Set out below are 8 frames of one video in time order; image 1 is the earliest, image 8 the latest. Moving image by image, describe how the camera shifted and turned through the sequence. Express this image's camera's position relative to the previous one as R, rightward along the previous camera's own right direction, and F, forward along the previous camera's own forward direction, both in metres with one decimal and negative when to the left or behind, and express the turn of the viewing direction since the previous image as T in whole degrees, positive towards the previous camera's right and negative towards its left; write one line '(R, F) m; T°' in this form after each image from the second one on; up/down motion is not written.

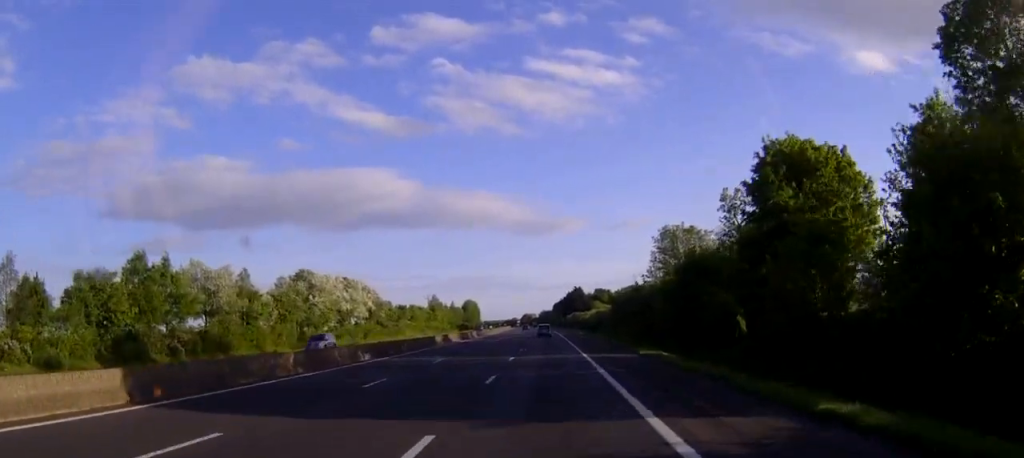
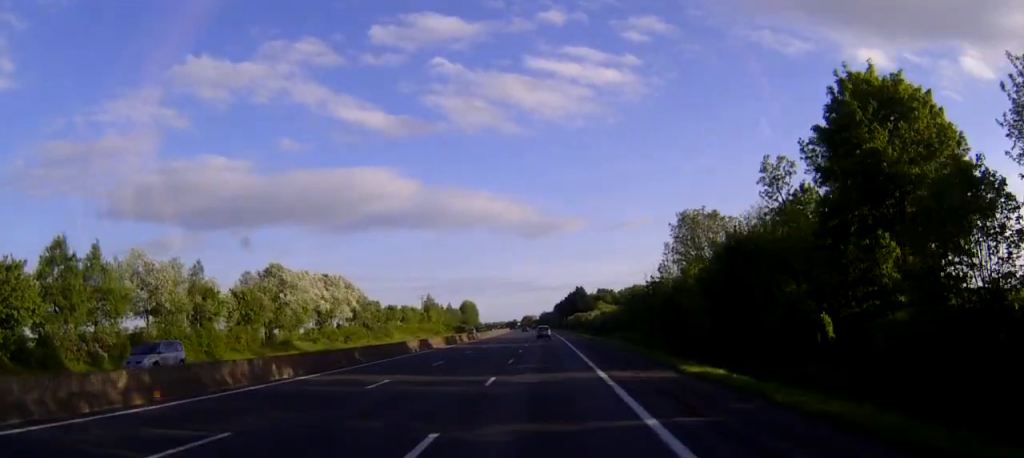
(0.0, +12.7) m; 0°
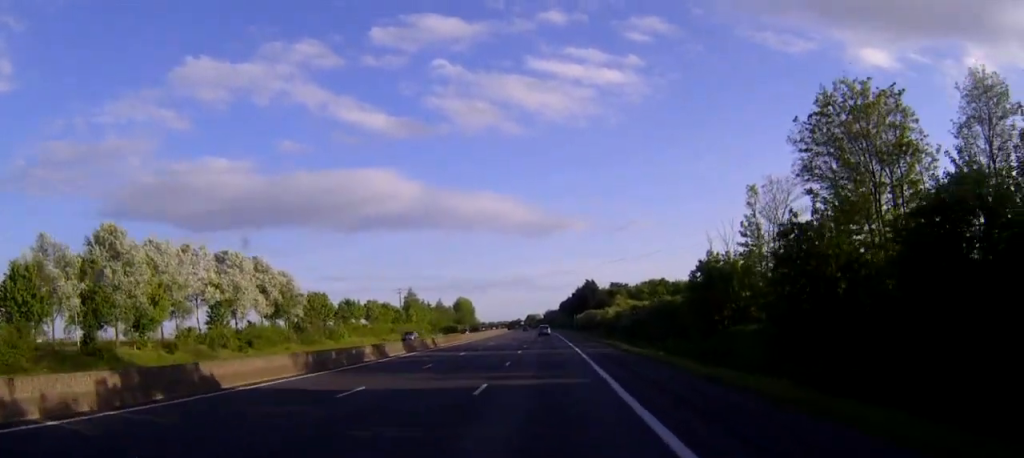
(-0.1, +42.5) m; 0°
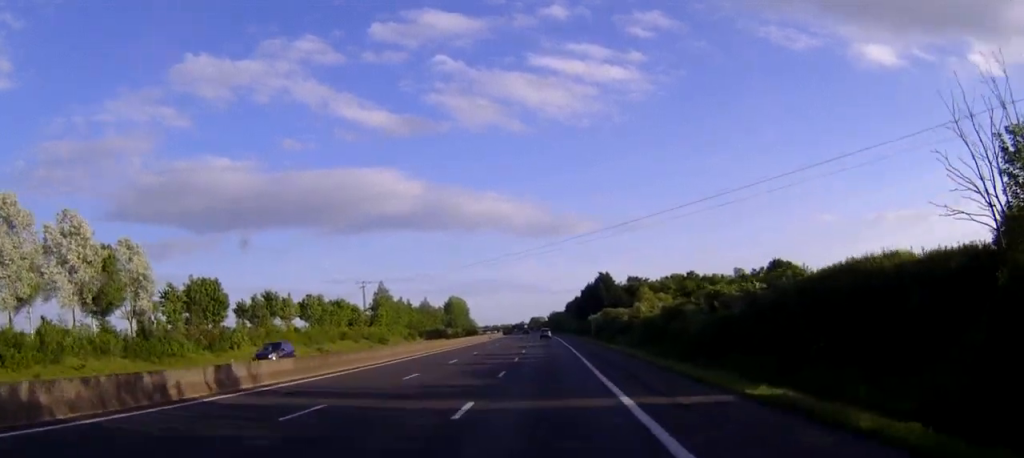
(-0.2, +43.4) m; 0°
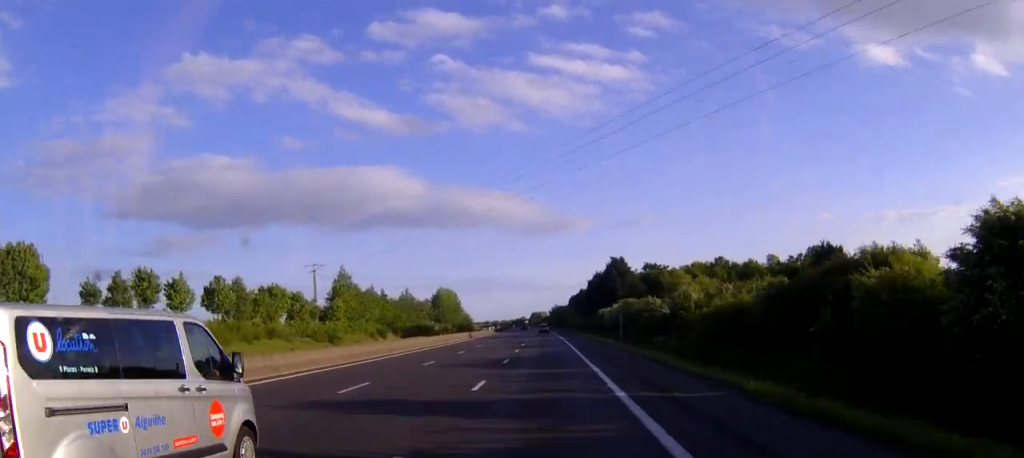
(0.0, +34.4) m; 0°
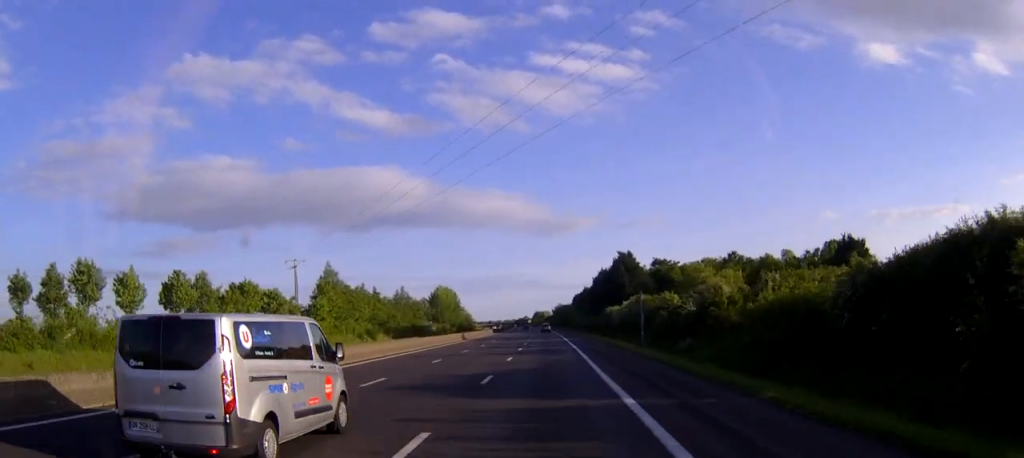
(0.0, +10.8) m; 0°
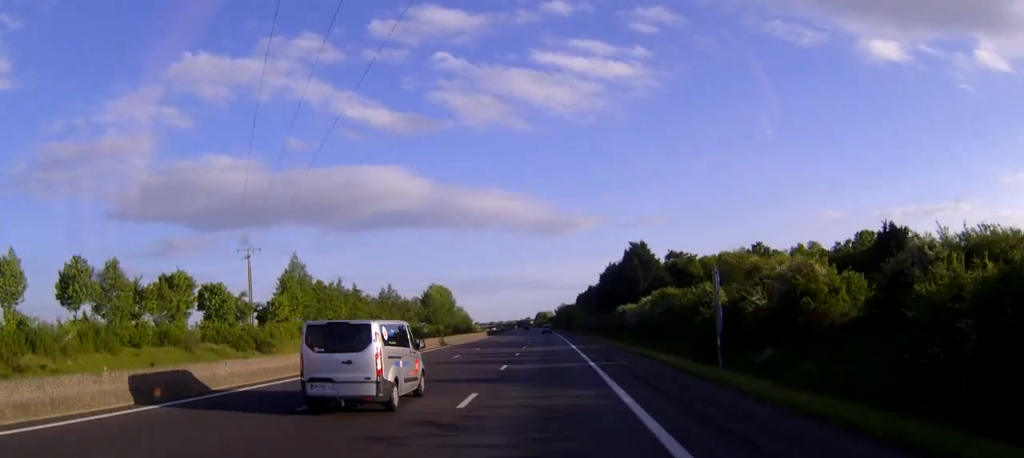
(0.0, +19.0) m; 0°
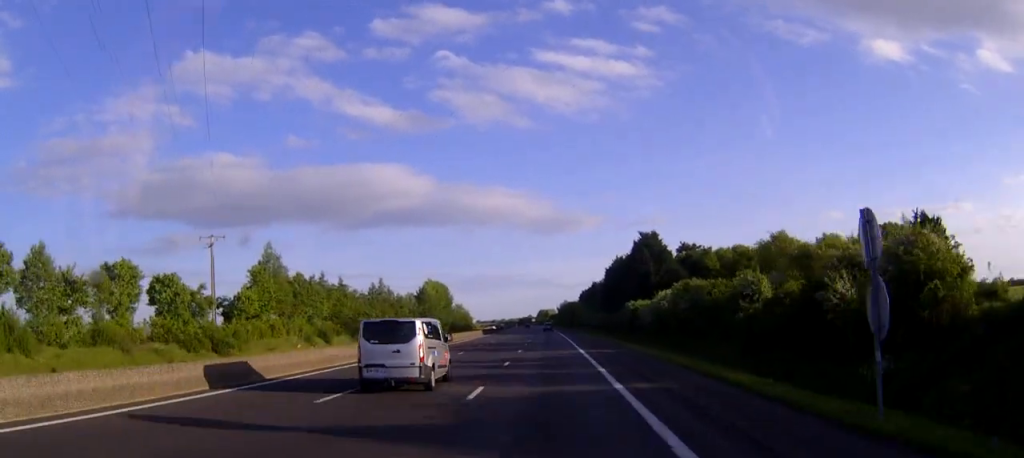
(-0.1, +11.7) m; 0°
